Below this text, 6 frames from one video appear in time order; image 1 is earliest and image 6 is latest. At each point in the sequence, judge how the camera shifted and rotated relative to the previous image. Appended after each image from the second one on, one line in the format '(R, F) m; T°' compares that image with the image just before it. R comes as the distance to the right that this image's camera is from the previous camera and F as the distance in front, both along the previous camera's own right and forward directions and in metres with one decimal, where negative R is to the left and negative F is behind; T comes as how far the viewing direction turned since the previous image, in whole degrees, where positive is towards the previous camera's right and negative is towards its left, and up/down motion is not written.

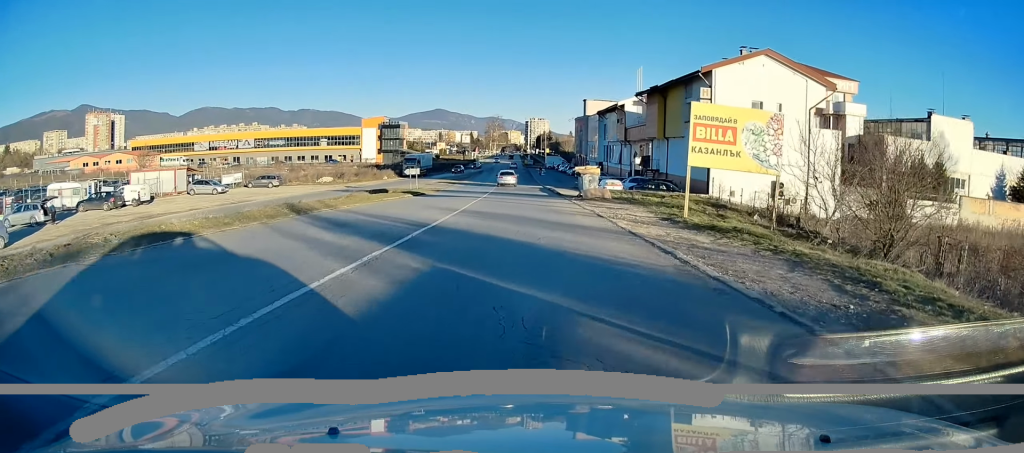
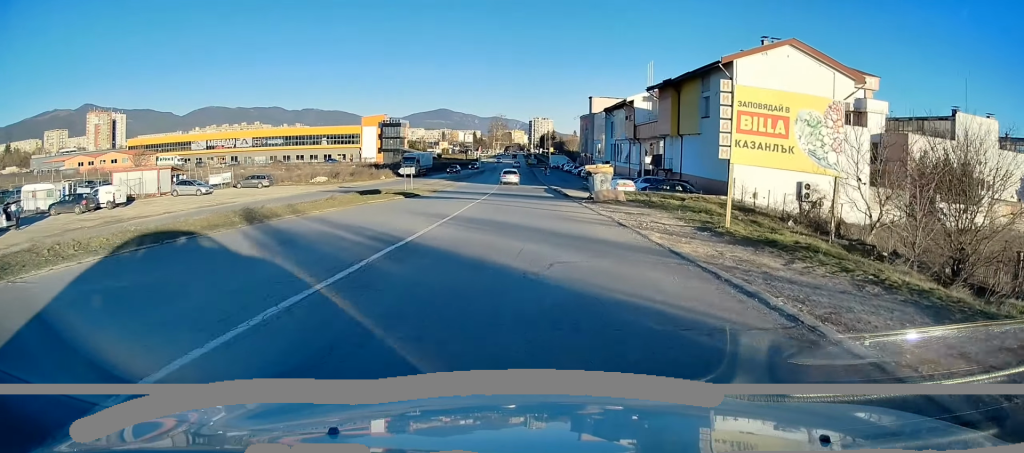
(0.0, +3.6) m; -1°
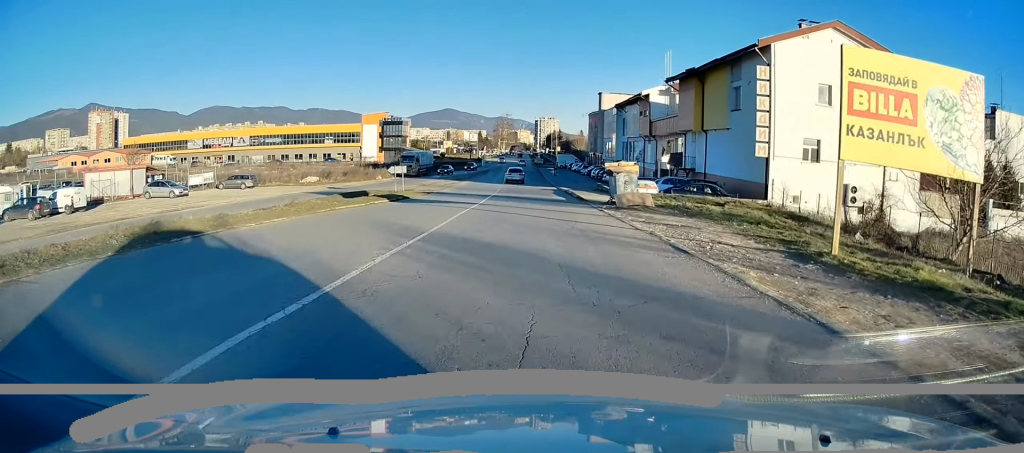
(+0.1, +5.2) m; -2°
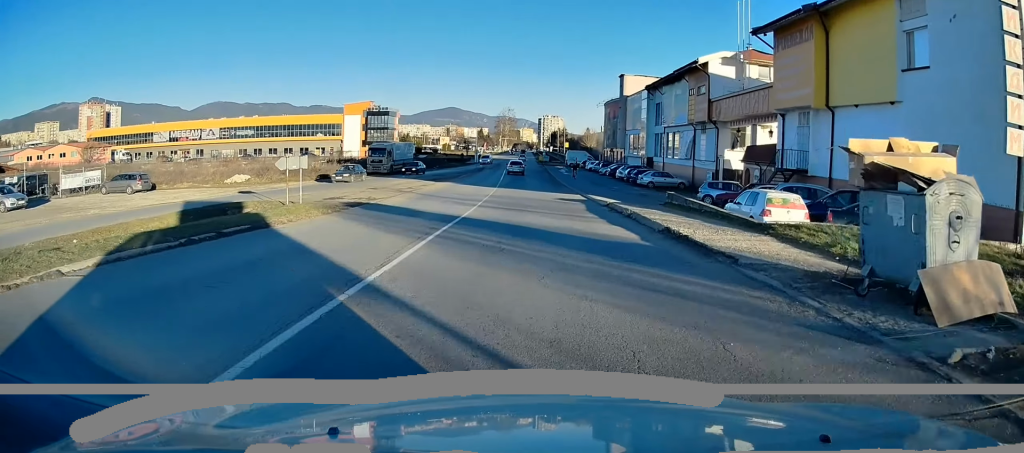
(-0.1, +19.4) m; 0°
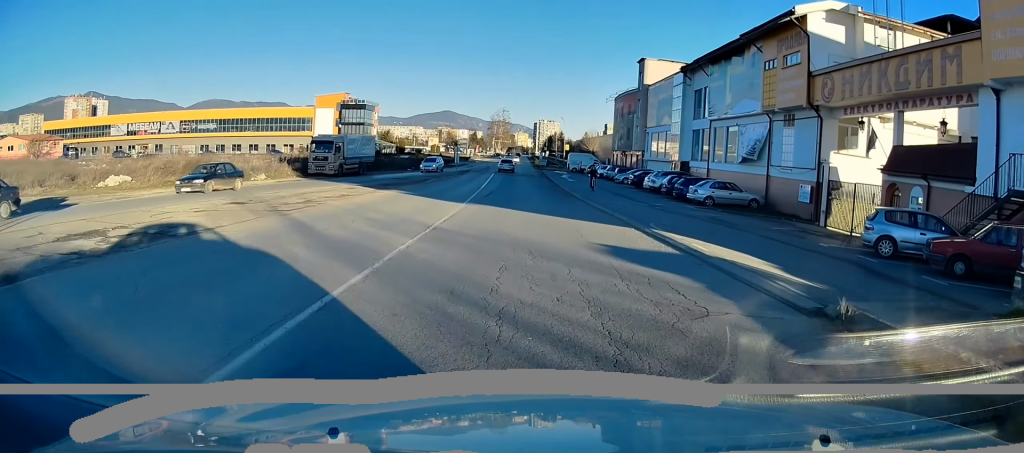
(-0.6, +17.3) m; -2°
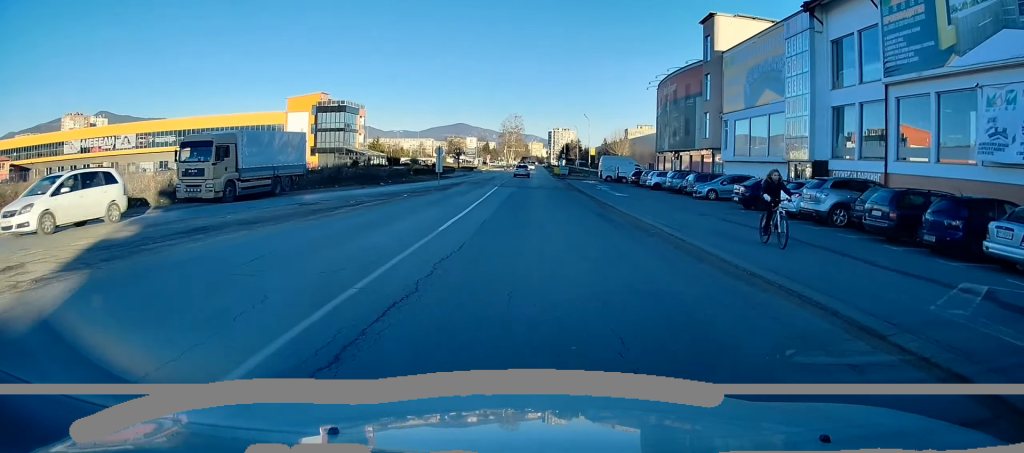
(+0.1, +22.0) m; 0°
